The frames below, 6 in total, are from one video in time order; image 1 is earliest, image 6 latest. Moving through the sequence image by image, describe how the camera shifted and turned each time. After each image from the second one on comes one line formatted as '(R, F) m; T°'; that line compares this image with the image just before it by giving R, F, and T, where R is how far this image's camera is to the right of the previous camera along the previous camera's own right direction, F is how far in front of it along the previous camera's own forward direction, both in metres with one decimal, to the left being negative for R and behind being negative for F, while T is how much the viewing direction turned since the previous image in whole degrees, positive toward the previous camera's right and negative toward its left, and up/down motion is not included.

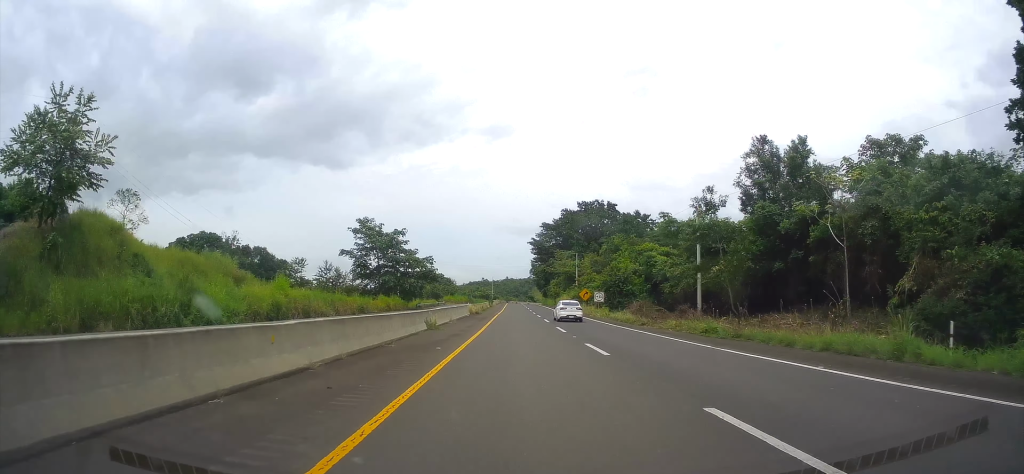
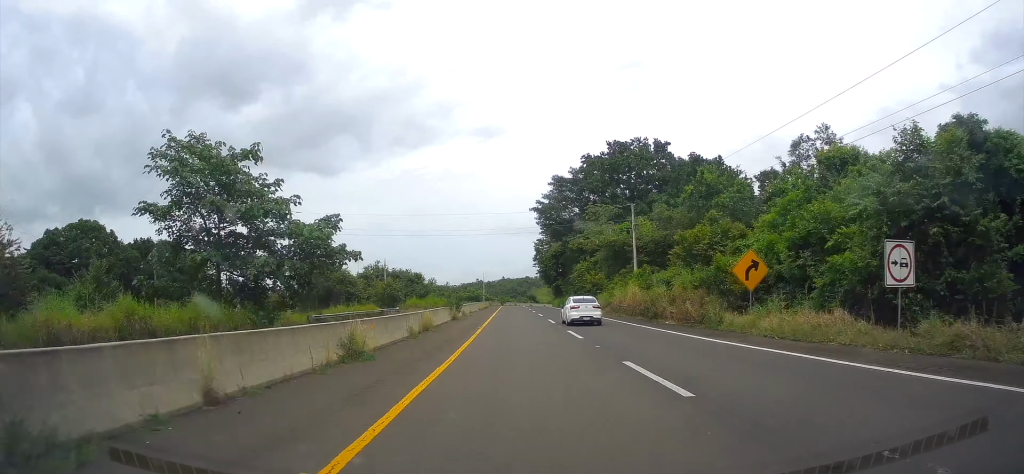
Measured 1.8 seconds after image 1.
(-1.0, +55.0) m; -1°
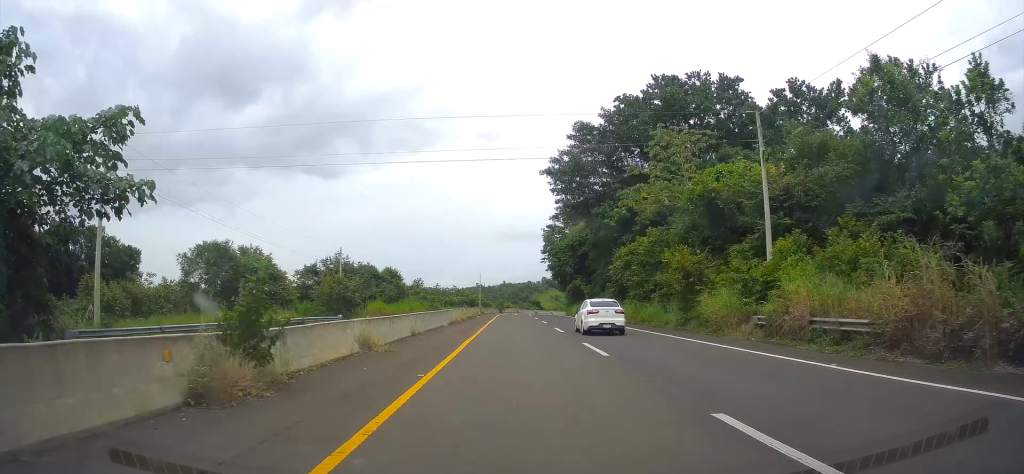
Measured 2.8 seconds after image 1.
(-0.2, +30.8) m; 0°
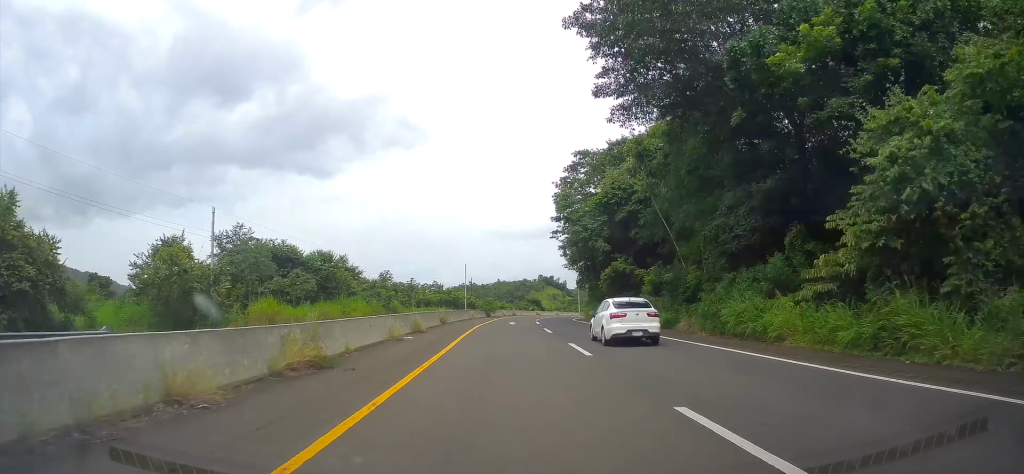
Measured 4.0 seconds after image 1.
(+0.2, +37.2) m; 0°
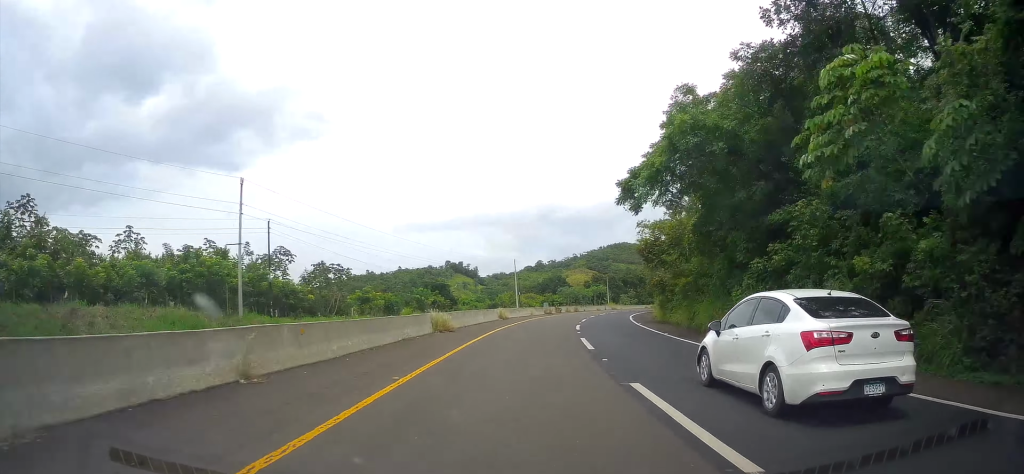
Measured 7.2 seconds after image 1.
(+1.9, +88.7) m; +6°
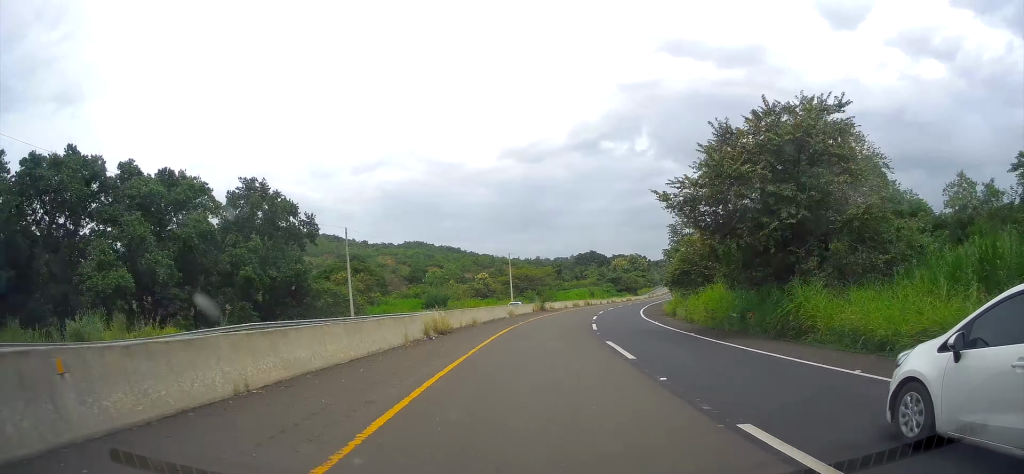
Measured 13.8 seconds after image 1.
(+44.0, +156.0) m; +34°
